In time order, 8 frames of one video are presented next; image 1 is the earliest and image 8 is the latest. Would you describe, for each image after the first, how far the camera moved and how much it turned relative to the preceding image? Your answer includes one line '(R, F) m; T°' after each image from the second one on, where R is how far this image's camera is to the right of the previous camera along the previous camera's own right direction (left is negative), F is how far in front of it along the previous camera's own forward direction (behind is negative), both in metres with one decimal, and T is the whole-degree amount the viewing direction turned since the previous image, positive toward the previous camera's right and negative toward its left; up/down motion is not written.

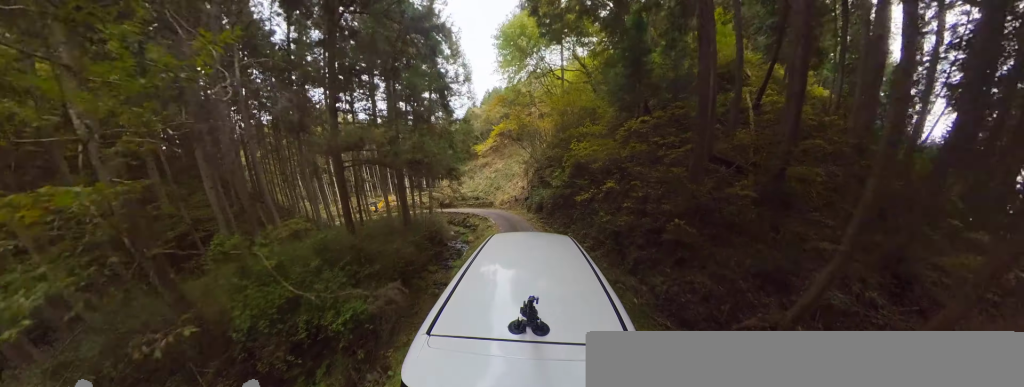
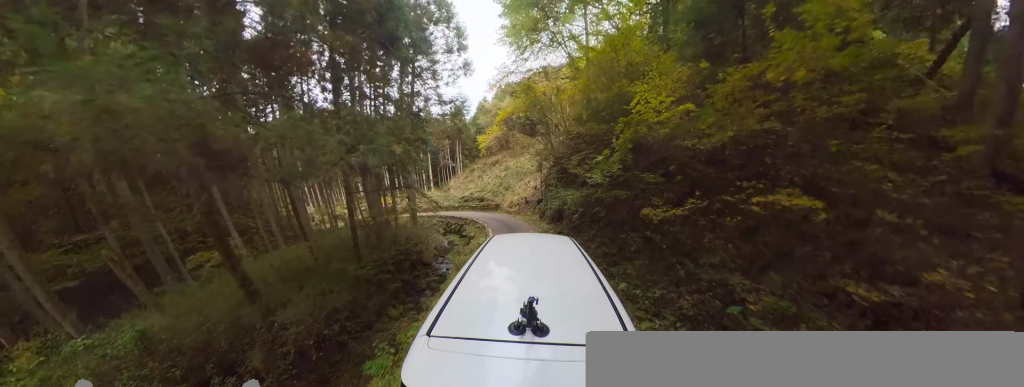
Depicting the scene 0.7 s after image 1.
(+0.1, +3.7) m; -13°
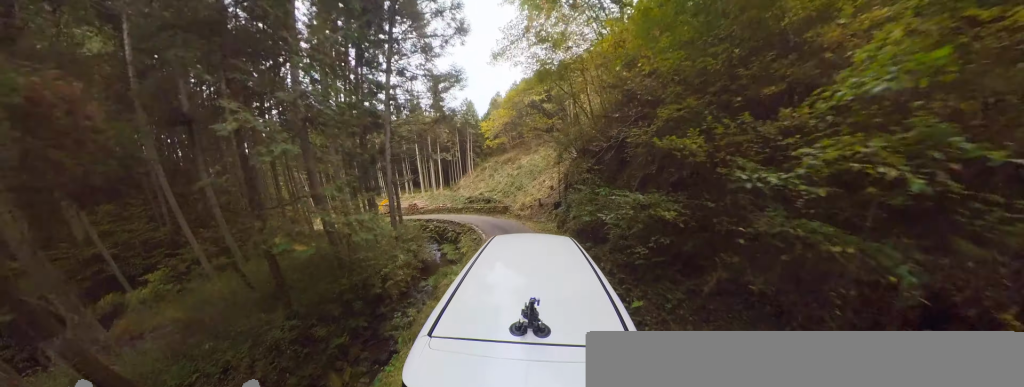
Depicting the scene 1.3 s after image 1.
(-0.6, +3.2) m; -20°
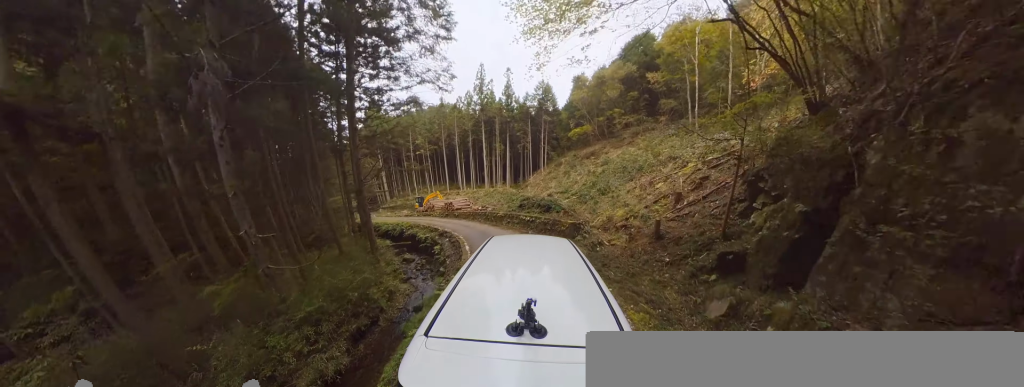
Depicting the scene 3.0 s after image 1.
(-3.6, +9.2) m; -31°
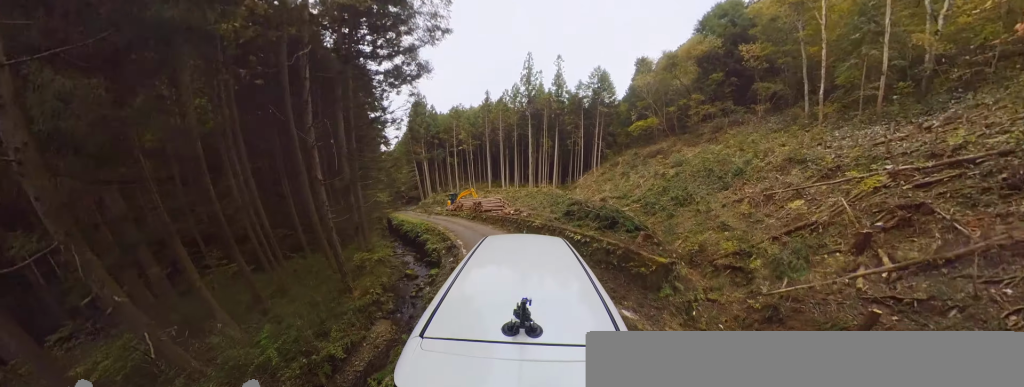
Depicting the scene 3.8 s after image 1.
(-0.2, +4.6) m; -7°
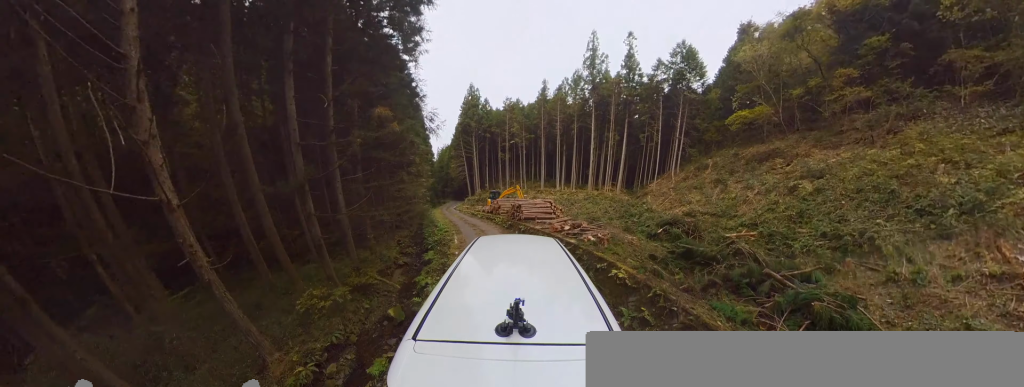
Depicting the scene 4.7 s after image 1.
(-0.6, +5.6) m; -3°
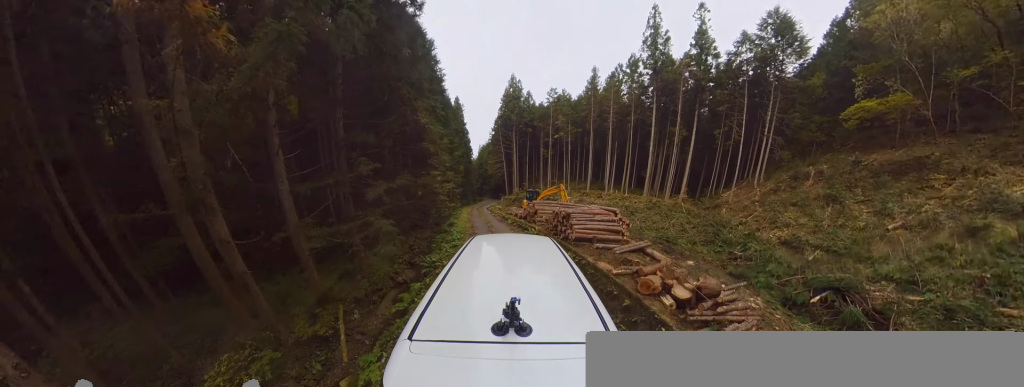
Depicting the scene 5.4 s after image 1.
(-0.1, +4.5) m; +7°
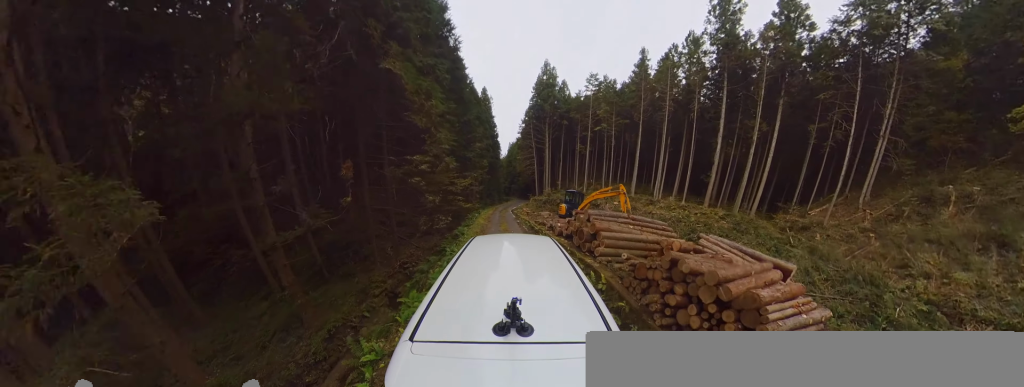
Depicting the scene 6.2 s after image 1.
(+0.7, +5.5) m; -4°
